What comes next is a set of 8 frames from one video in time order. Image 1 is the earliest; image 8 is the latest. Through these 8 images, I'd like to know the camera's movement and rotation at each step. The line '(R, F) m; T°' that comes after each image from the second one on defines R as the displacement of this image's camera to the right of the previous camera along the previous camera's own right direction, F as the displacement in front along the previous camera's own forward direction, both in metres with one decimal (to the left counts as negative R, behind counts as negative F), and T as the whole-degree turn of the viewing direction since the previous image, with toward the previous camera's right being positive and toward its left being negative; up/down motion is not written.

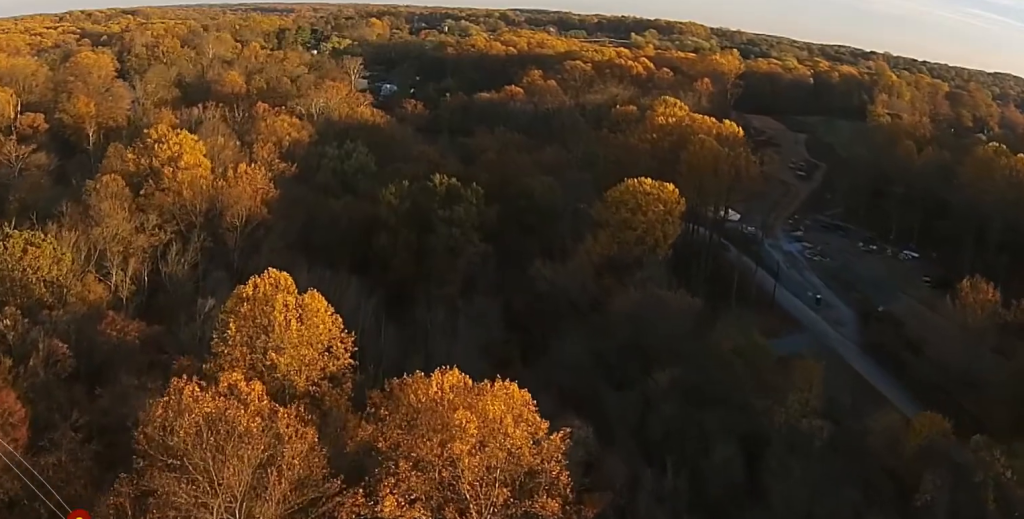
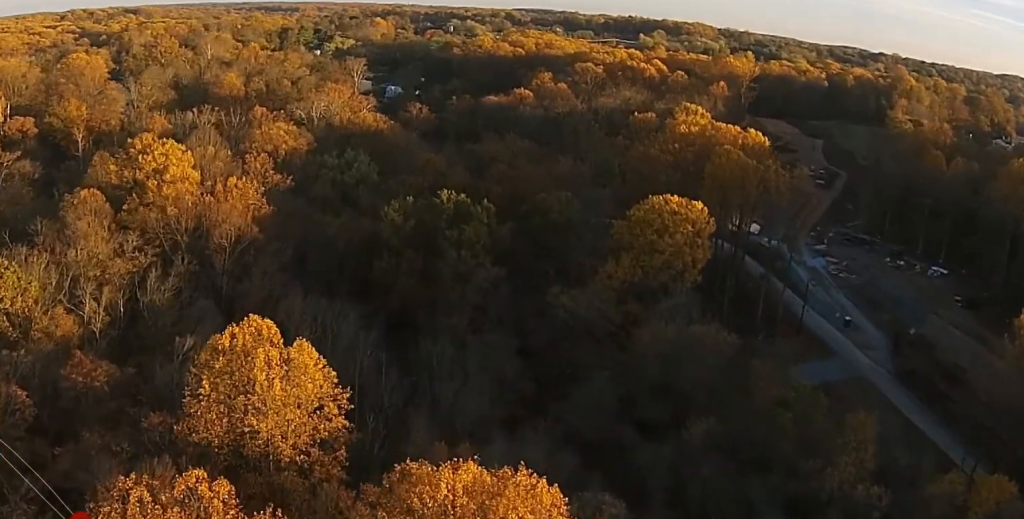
(-0.1, +13.2) m; -1°
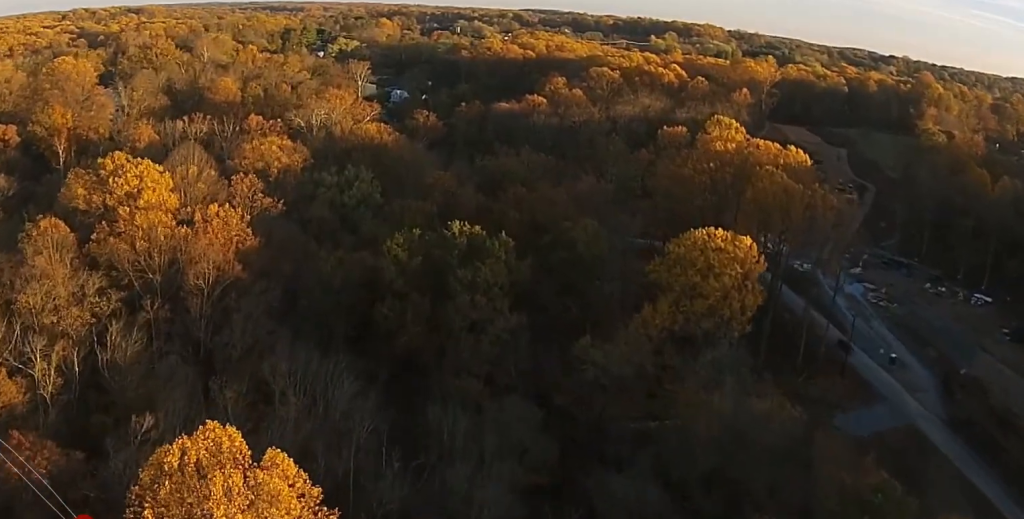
(-0.3, +18.8) m; -1°
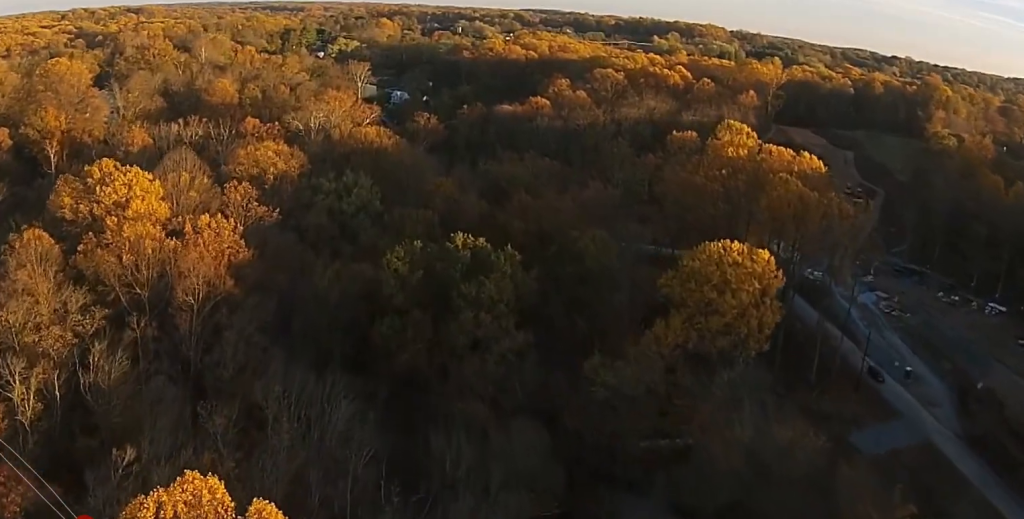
(0.0, +6.3) m; 0°
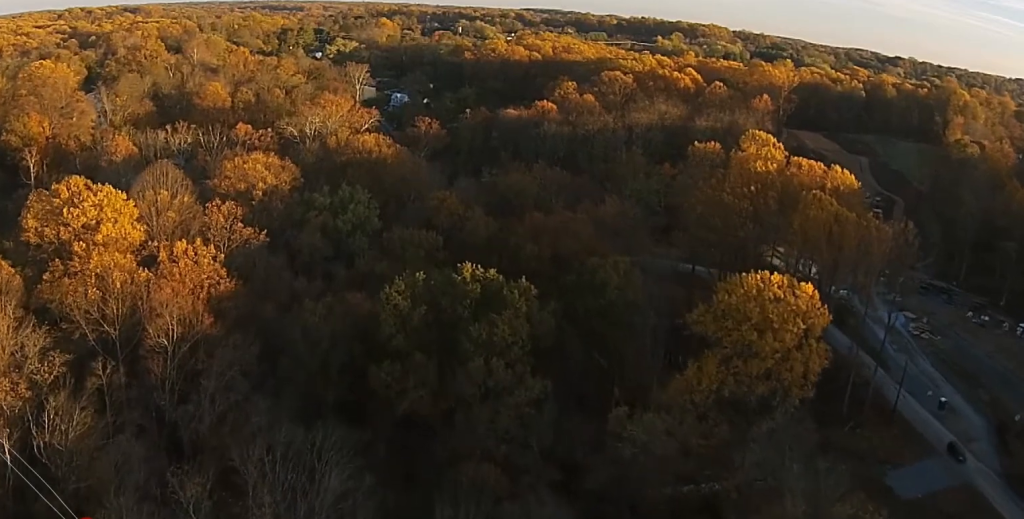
(0.0, +13.9) m; 0°
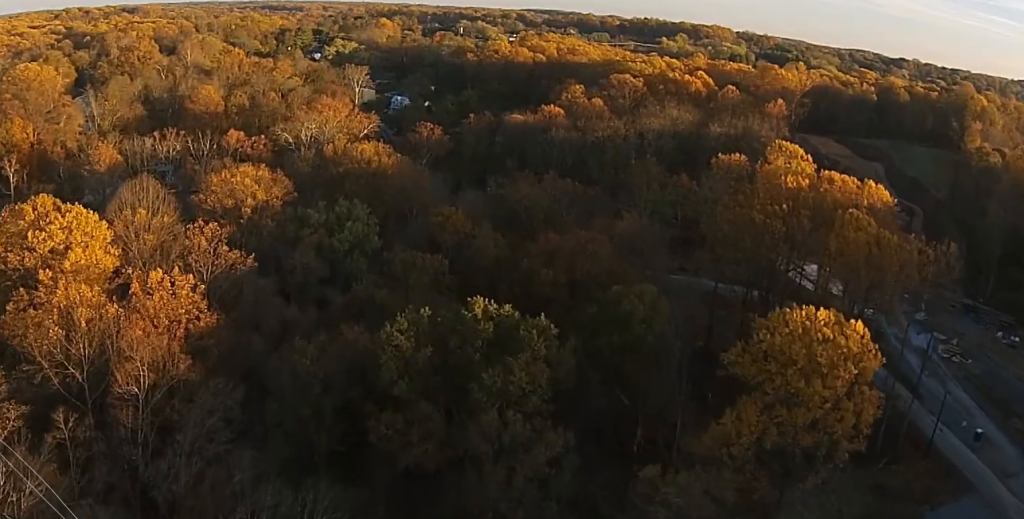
(0.0, +12.8) m; 0°
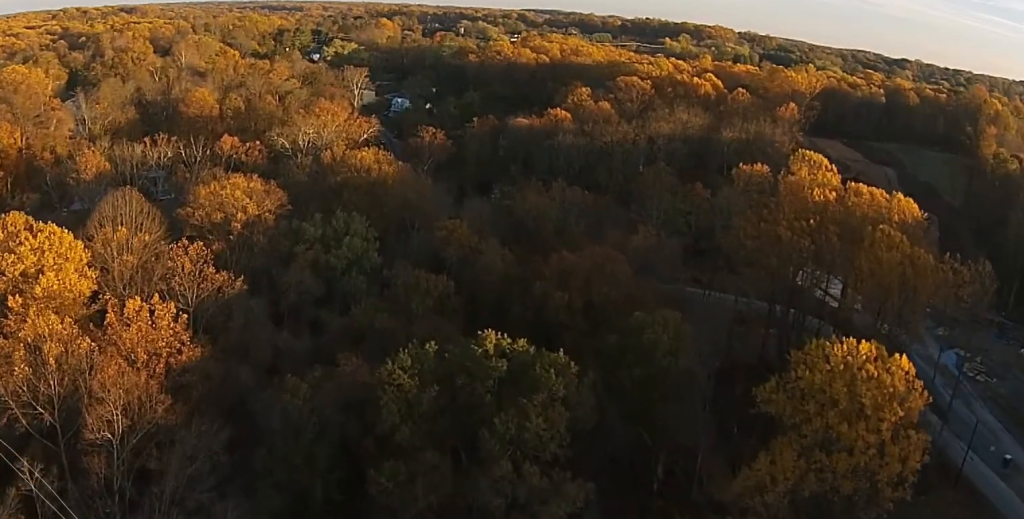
(0.0, +9.6) m; 0°
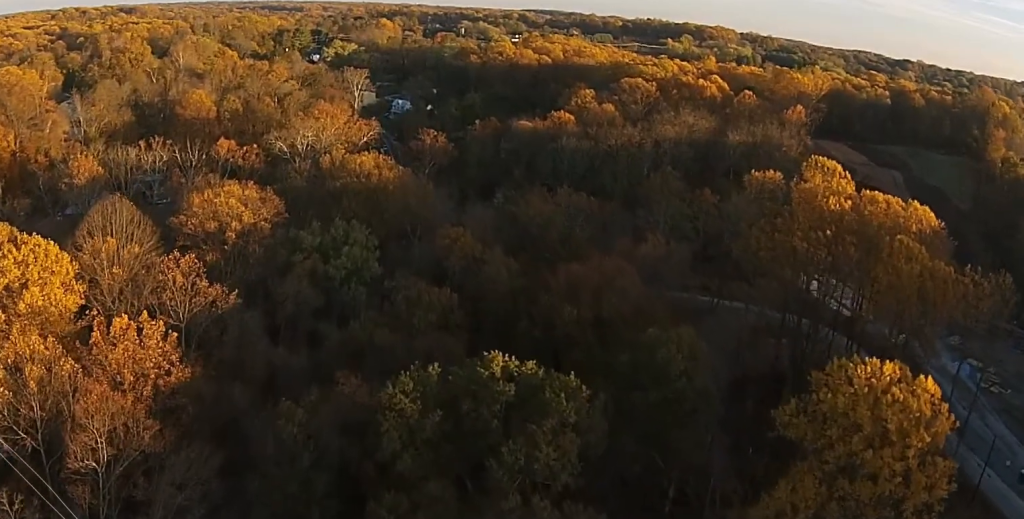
(0.0, +5.0) m; 0°
